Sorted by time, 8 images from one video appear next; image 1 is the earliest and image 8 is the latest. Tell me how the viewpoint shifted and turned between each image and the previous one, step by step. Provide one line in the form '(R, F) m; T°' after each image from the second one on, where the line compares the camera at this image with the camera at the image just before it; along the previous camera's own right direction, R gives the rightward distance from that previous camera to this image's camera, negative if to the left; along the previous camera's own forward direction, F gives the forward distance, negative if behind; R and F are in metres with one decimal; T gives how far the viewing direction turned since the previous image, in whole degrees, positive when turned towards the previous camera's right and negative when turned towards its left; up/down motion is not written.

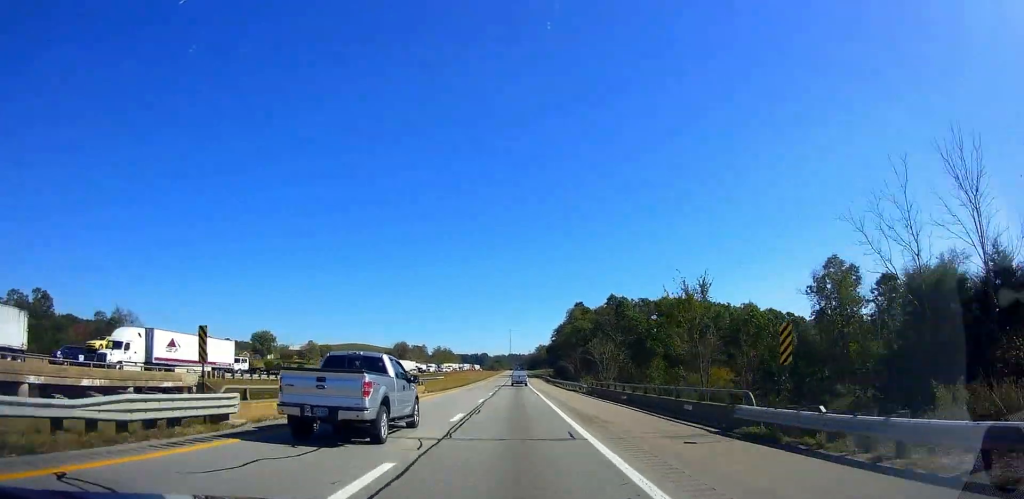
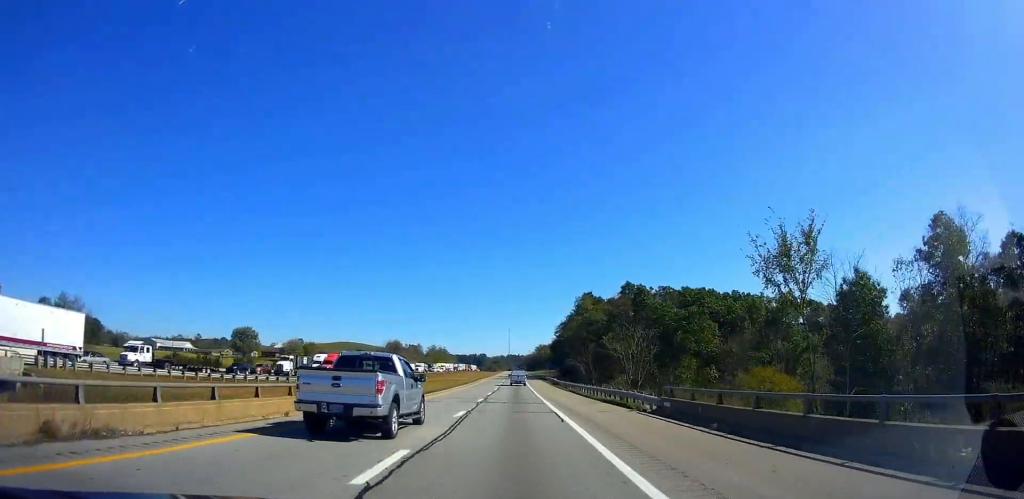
(-0.1, +22.6) m; +1°
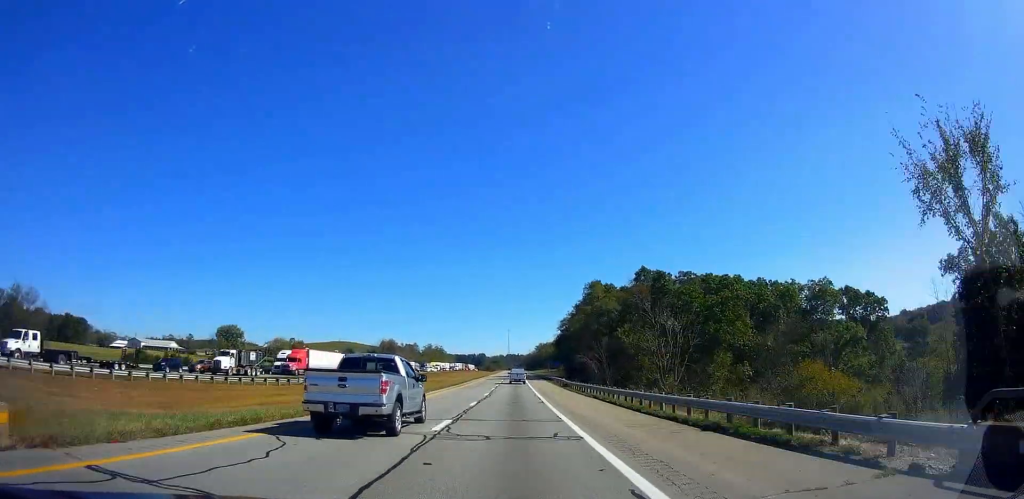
(-0.2, +16.1) m; +1°
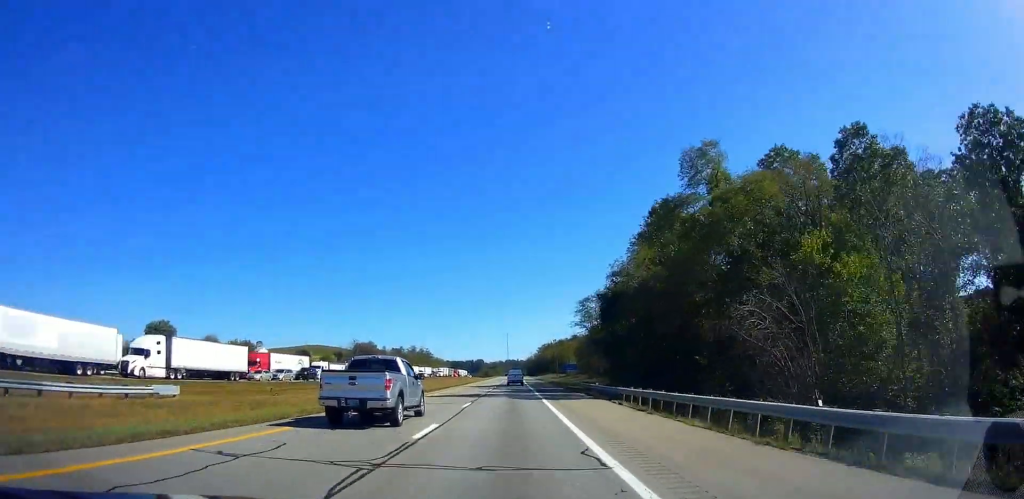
(+0.2, +57.9) m; 0°
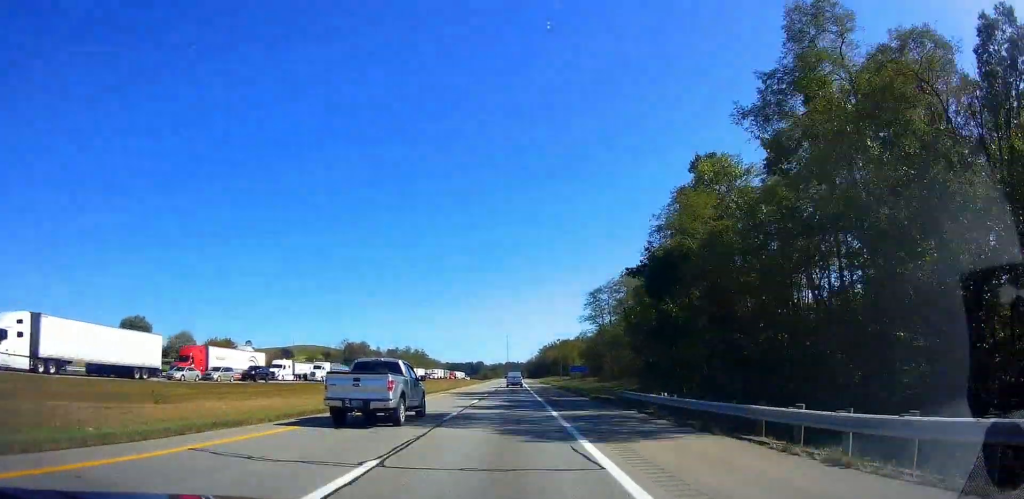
(+0.2, +18.3) m; 0°
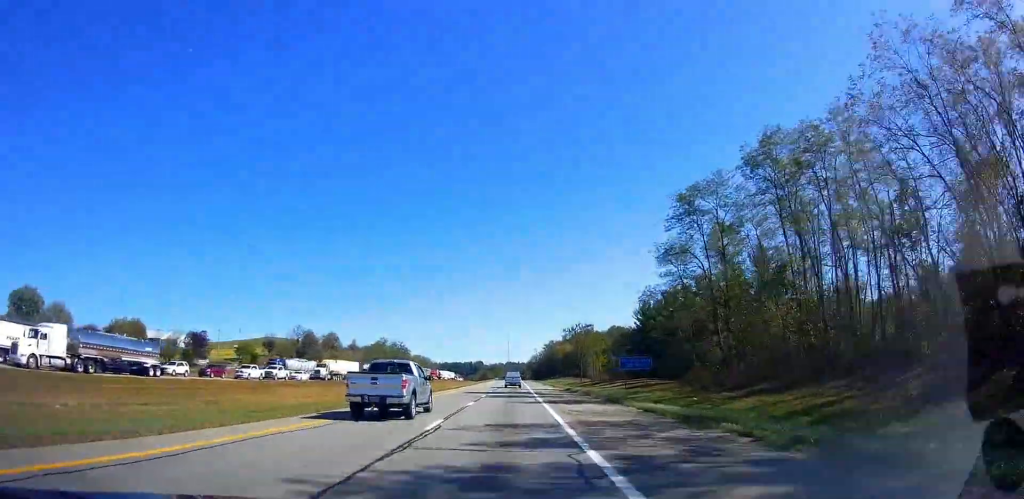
(-0.6, +63.2) m; -1°
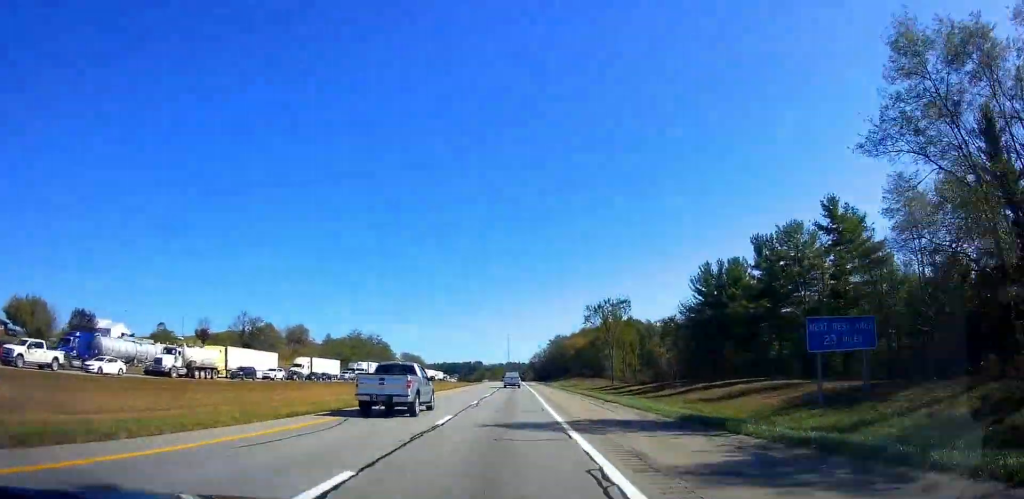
(+1.0, +46.0) m; +1°
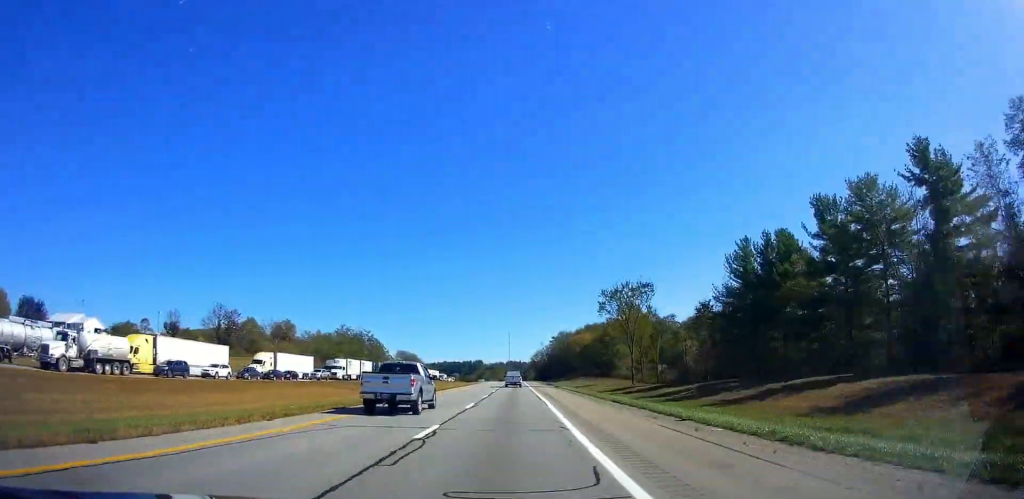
(-0.2, +16.1) m; -1°
